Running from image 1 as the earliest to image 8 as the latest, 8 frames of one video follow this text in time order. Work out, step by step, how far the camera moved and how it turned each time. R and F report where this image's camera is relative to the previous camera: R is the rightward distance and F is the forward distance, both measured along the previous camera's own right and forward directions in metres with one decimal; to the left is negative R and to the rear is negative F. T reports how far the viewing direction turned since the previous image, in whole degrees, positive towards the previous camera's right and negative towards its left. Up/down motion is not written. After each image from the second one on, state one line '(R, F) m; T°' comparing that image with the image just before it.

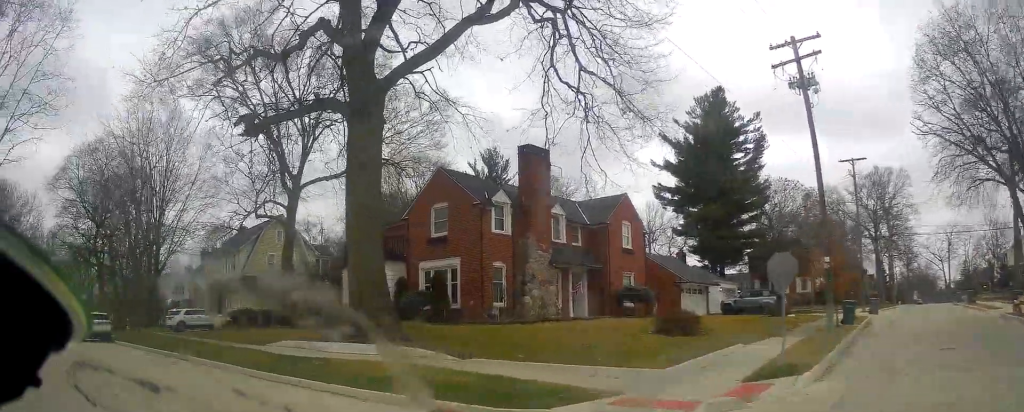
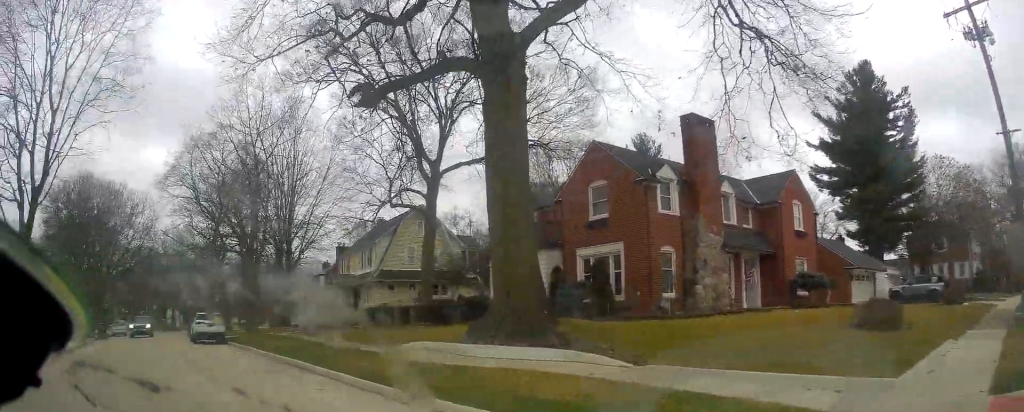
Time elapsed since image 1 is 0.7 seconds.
(-0.5, +3.0) m; -20°
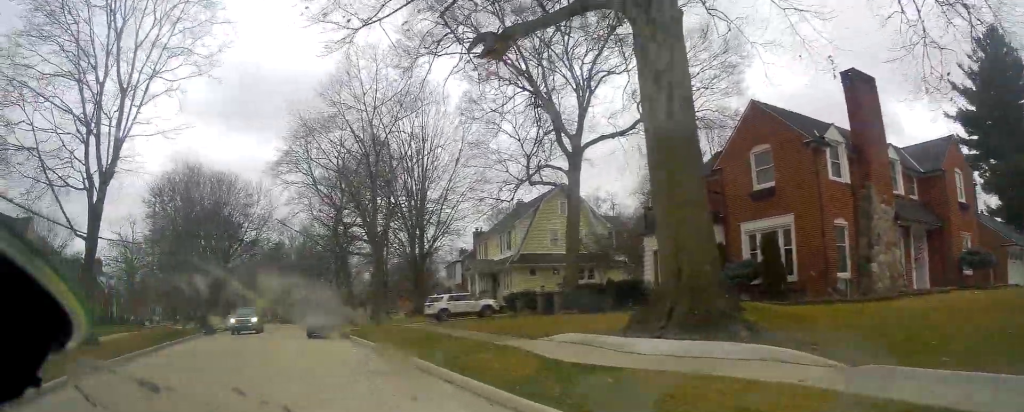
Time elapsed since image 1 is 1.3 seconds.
(-0.5, +2.8) m; -10°
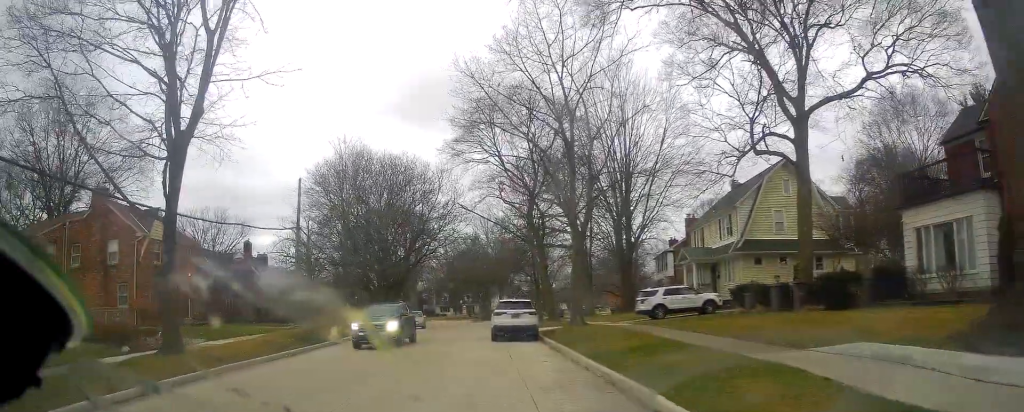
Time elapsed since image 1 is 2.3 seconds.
(-0.5, +5.3) m; -14°
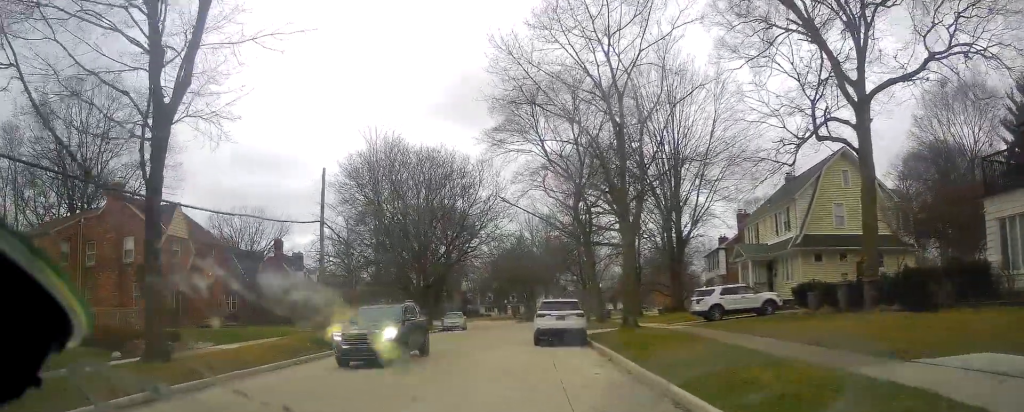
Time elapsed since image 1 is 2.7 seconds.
(-0.1, +2.3) m; -5°
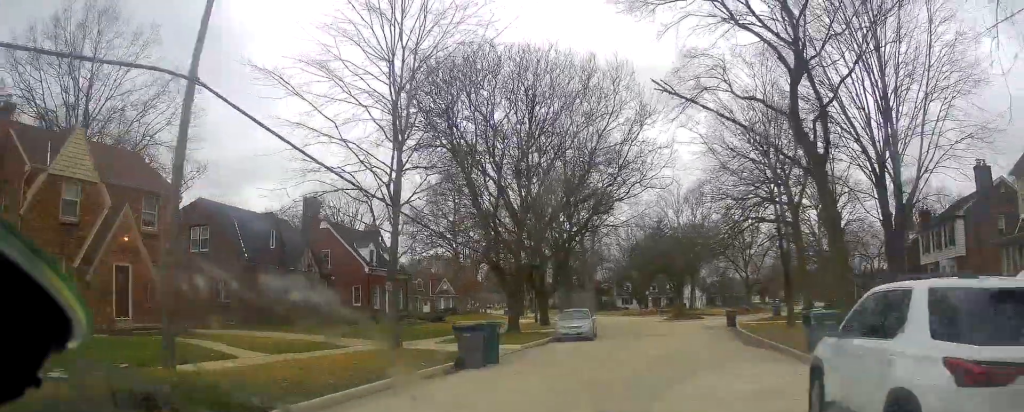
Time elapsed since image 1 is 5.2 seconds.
(-3.2, +16.3) m; -16°
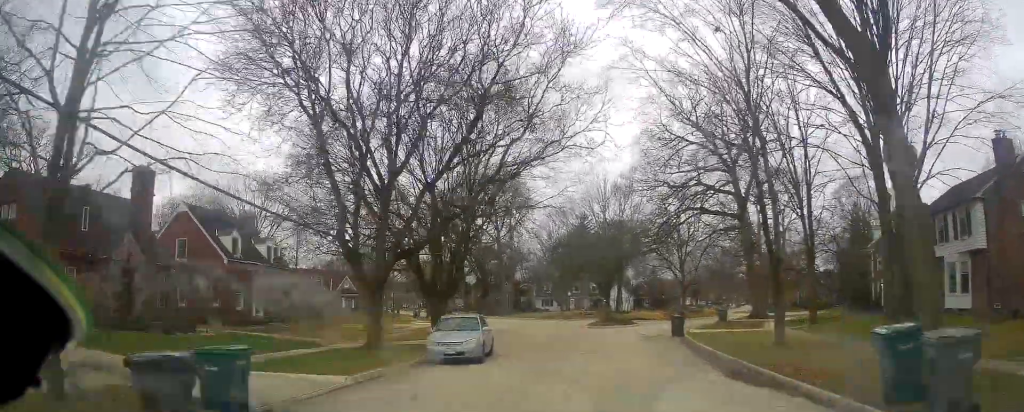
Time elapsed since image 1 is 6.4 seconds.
(-0.2, +8.4) m; +2°
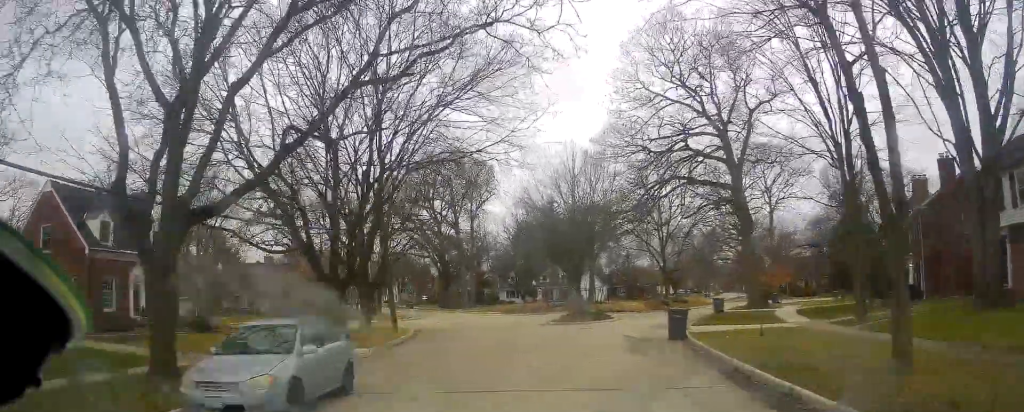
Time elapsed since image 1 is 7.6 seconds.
(+0.6, +9.3) m; +5°
